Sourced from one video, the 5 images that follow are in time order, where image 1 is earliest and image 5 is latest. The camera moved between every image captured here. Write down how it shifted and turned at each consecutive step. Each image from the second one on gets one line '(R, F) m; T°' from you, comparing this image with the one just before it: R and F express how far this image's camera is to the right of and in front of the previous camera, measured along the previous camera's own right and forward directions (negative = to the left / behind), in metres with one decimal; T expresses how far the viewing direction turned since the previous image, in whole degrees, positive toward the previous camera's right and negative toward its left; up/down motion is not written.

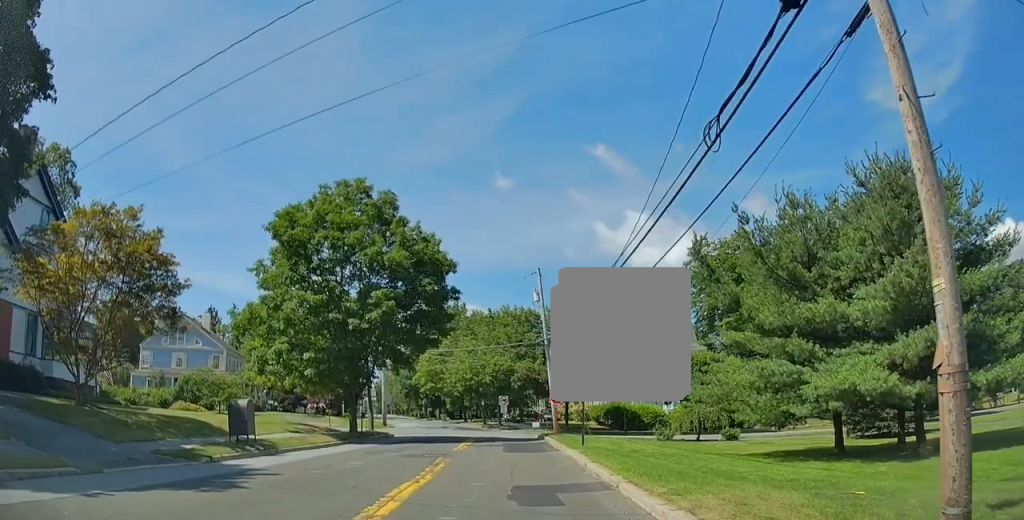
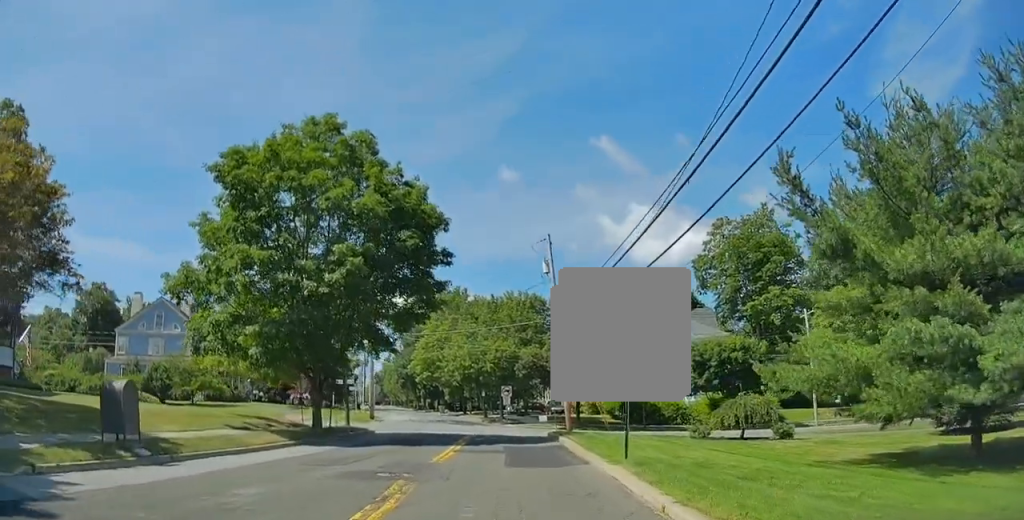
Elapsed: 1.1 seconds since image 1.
(0.0, +7.0) m; -2°
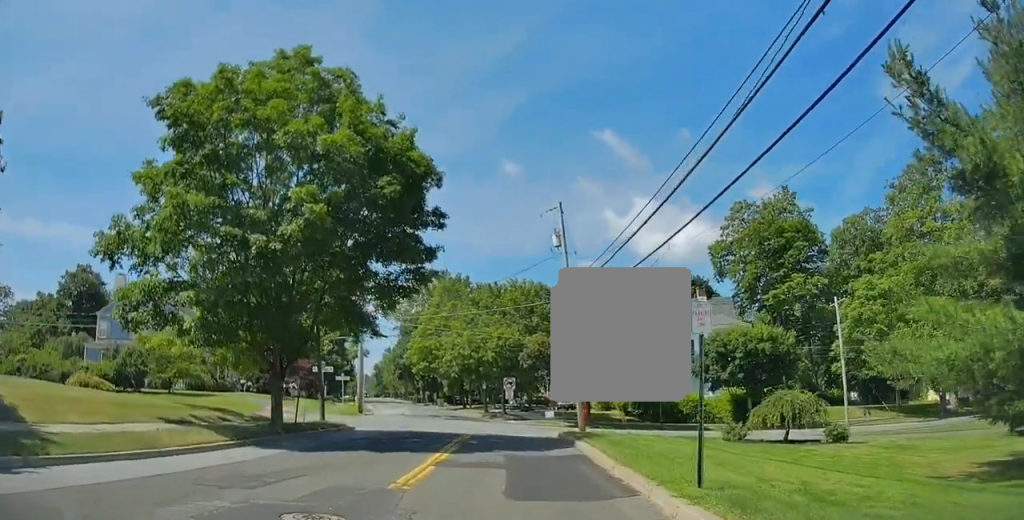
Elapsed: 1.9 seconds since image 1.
(-0.1, +5.2) m; -2°
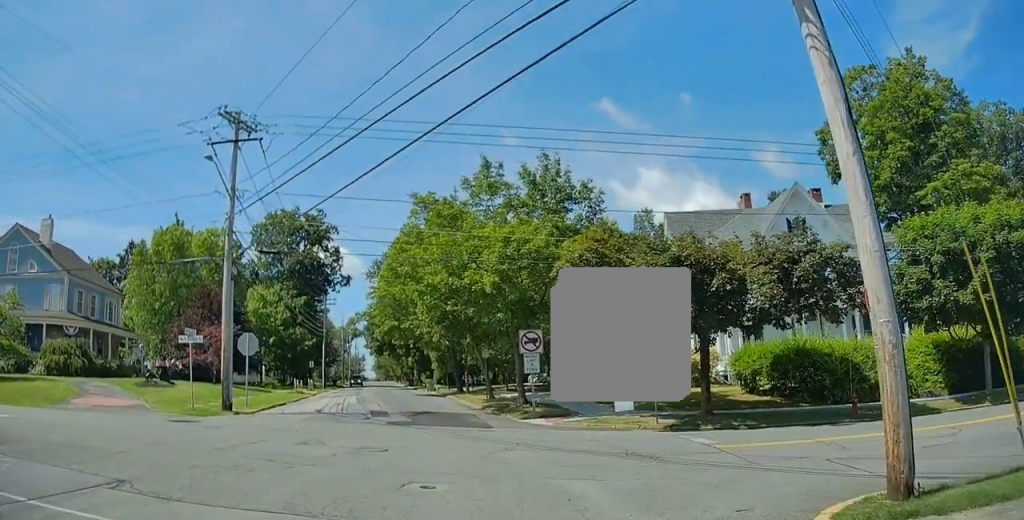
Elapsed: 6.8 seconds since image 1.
(+0.5, +26.9) m; +5°
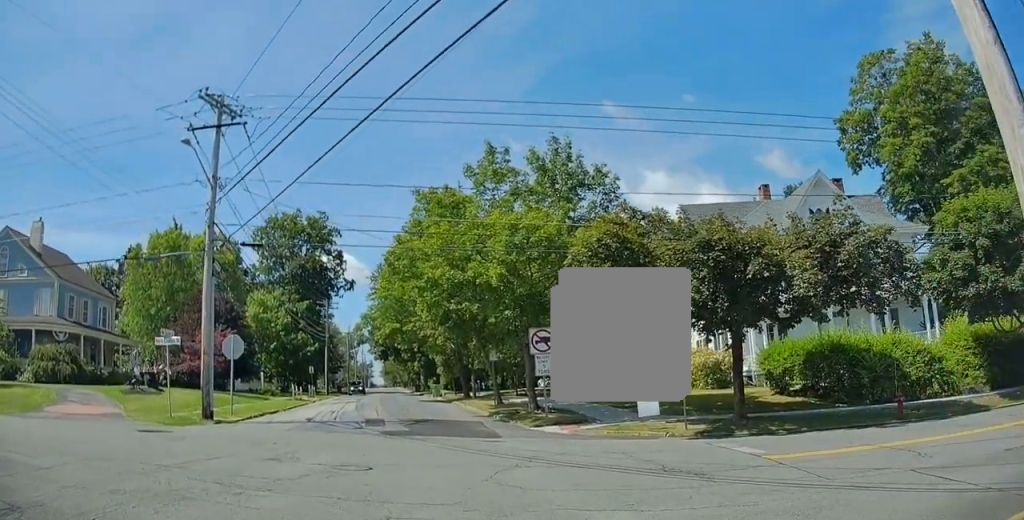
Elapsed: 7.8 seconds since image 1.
(+0.1, +2.8) m; +2°
